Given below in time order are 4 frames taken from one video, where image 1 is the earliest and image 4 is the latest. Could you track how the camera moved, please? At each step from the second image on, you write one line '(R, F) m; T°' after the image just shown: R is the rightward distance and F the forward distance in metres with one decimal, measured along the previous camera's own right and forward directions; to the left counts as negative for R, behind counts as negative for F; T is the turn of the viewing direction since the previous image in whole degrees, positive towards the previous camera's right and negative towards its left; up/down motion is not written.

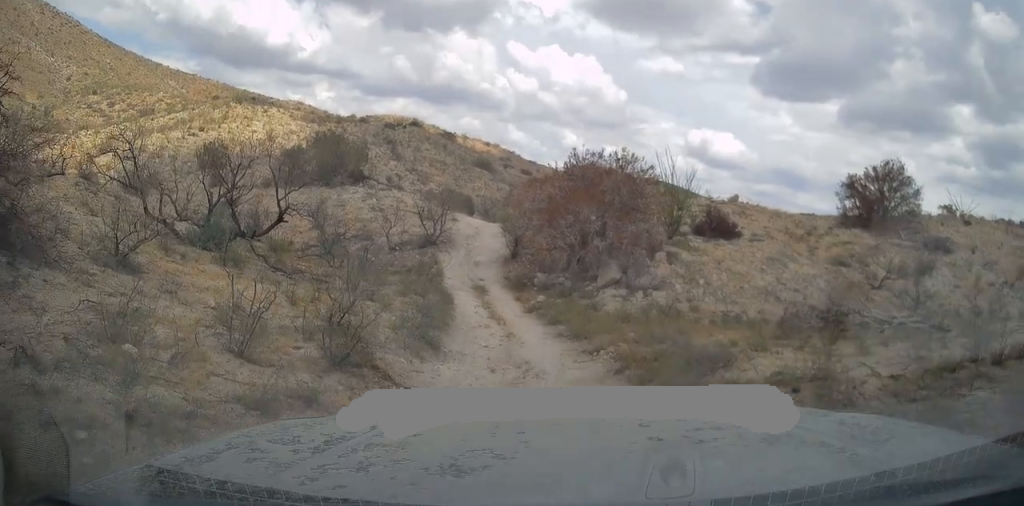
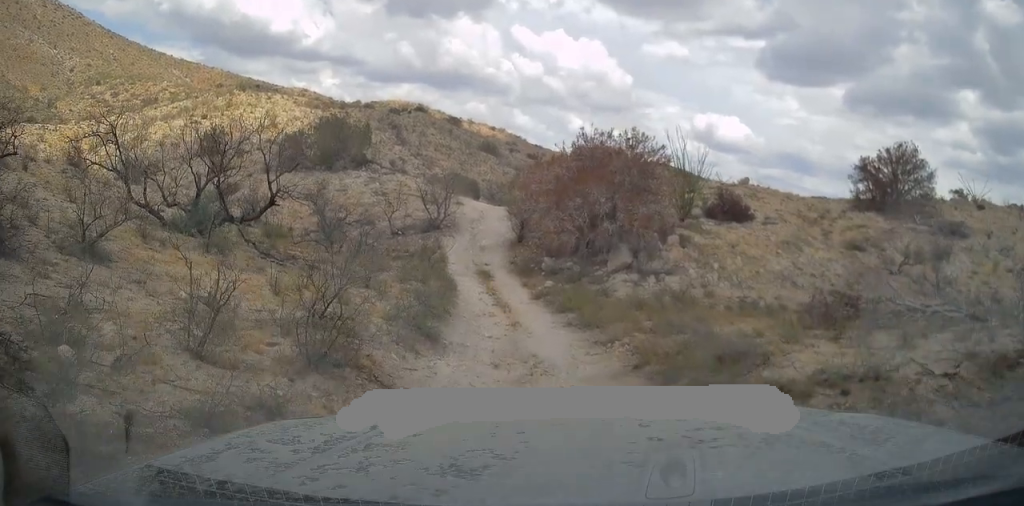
(0.0, +0.8) m; -1°
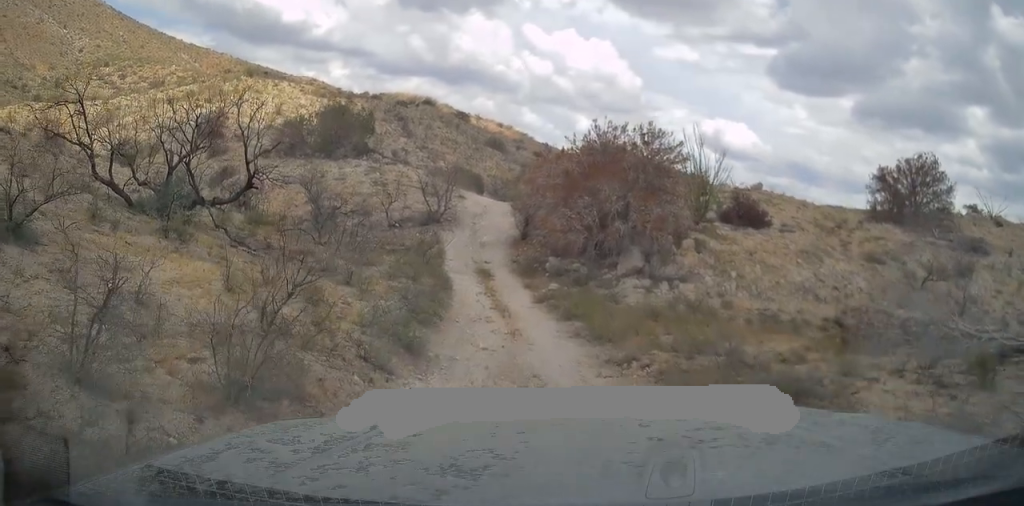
(+0.1, +1.3) m; -1°
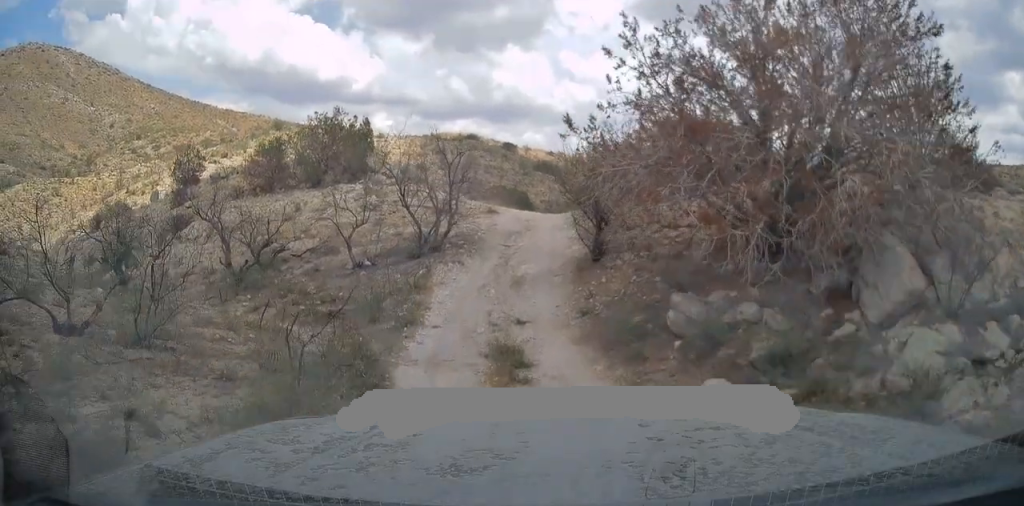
(-2.3, +12.0) m; -17°
